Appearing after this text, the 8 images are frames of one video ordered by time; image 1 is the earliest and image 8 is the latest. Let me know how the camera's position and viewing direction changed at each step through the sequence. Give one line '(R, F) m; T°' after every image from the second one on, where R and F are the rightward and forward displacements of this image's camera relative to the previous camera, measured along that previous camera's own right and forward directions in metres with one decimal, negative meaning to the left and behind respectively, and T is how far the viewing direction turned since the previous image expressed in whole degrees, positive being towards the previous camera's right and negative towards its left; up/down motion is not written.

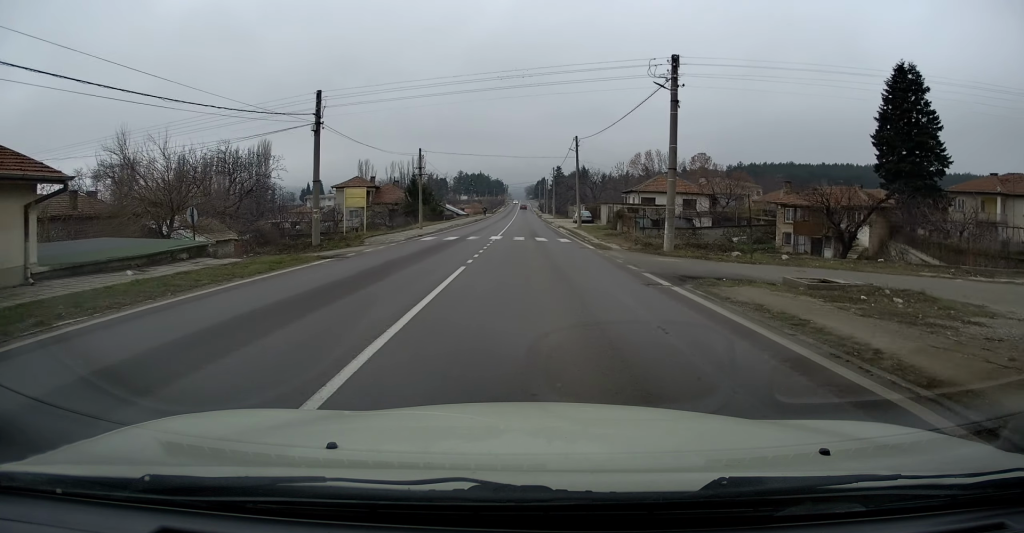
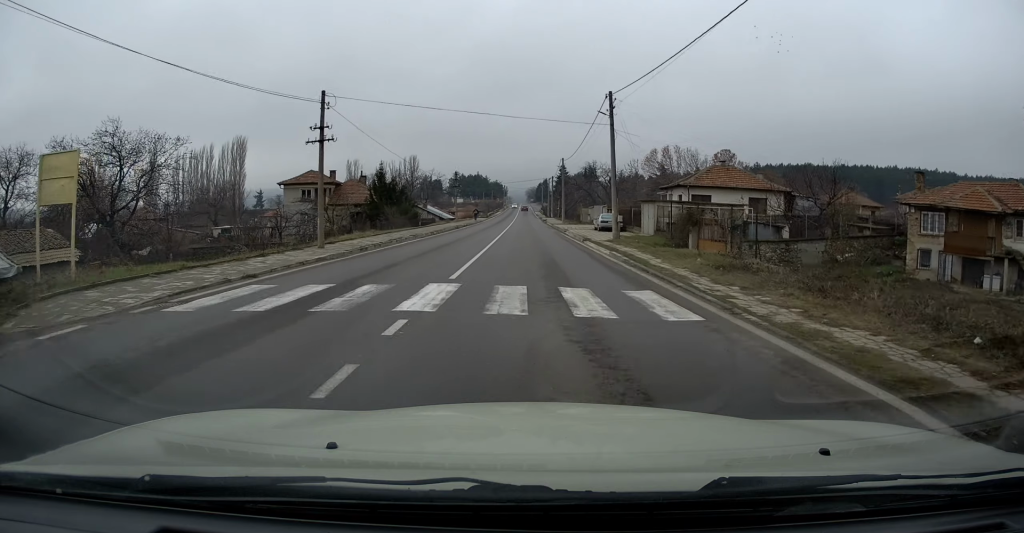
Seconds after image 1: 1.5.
(+0.2, +20.7) m; 0°
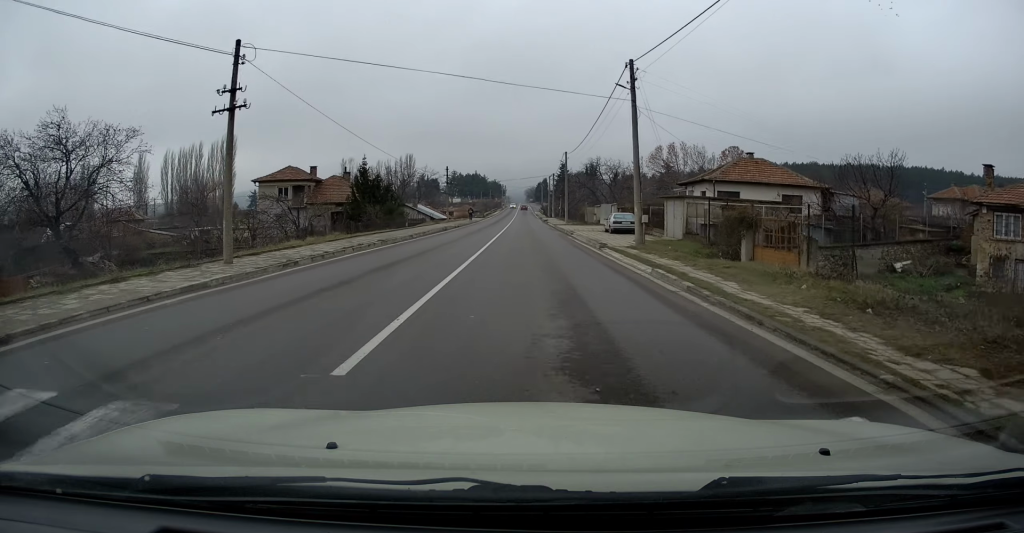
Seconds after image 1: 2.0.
(-0.2, +6.8) m; 0°
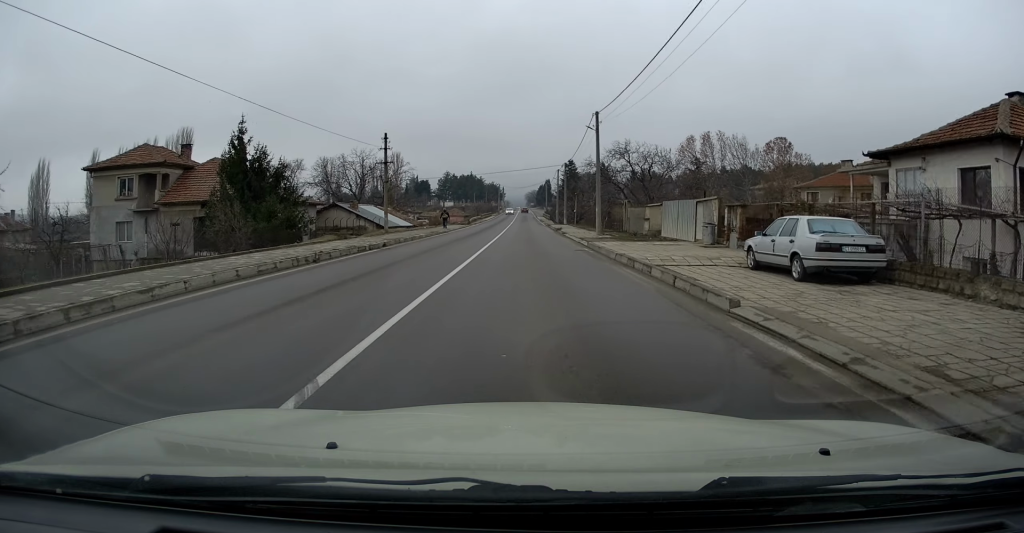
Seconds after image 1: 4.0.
(+0.1, +27.4) m; -1°
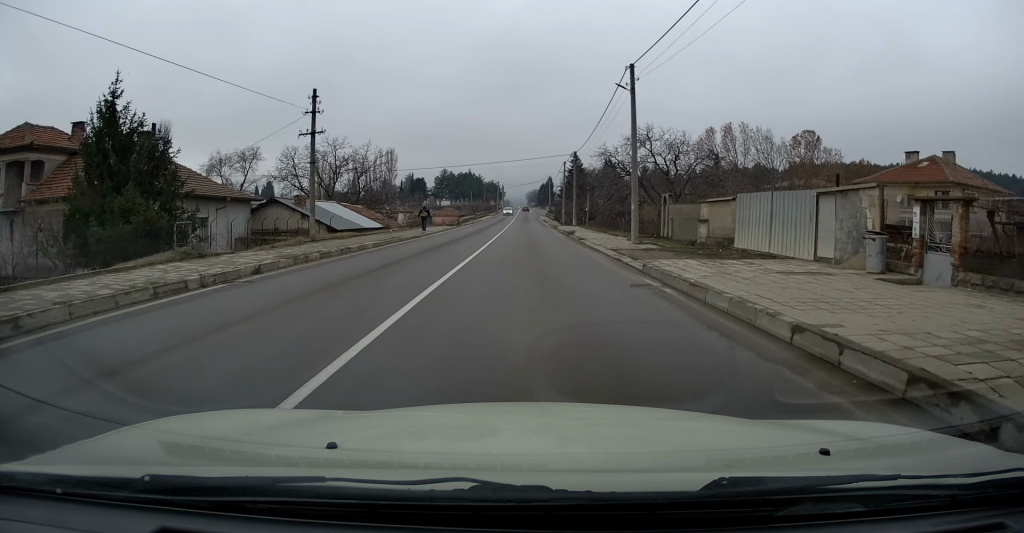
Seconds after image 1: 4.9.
(-0.2, +12.1) m; 0°
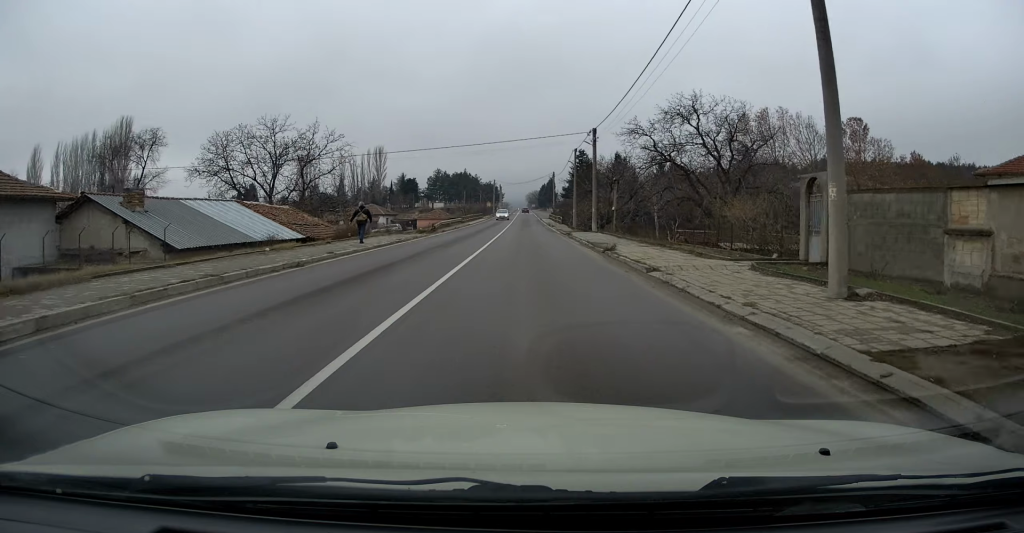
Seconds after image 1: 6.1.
(+0.3, +16.7) m; +1°
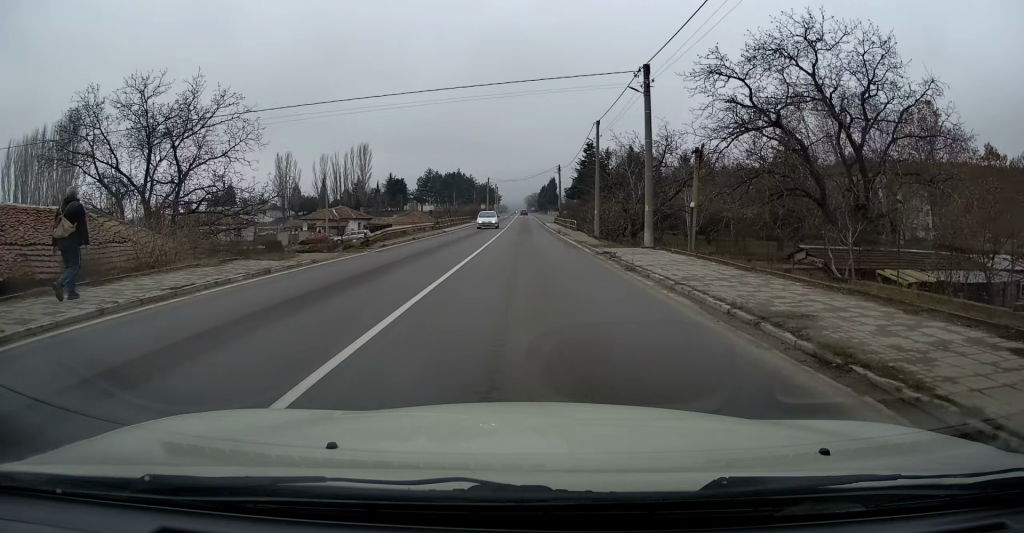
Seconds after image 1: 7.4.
(-0.3, +18.6) m; -1°
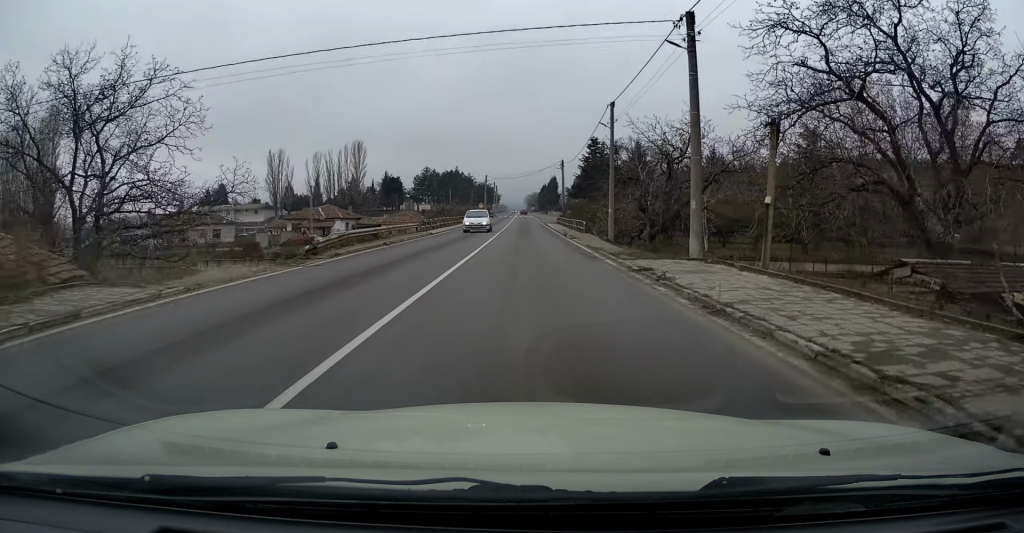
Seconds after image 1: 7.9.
(0.0, +6.5) m; +1°
